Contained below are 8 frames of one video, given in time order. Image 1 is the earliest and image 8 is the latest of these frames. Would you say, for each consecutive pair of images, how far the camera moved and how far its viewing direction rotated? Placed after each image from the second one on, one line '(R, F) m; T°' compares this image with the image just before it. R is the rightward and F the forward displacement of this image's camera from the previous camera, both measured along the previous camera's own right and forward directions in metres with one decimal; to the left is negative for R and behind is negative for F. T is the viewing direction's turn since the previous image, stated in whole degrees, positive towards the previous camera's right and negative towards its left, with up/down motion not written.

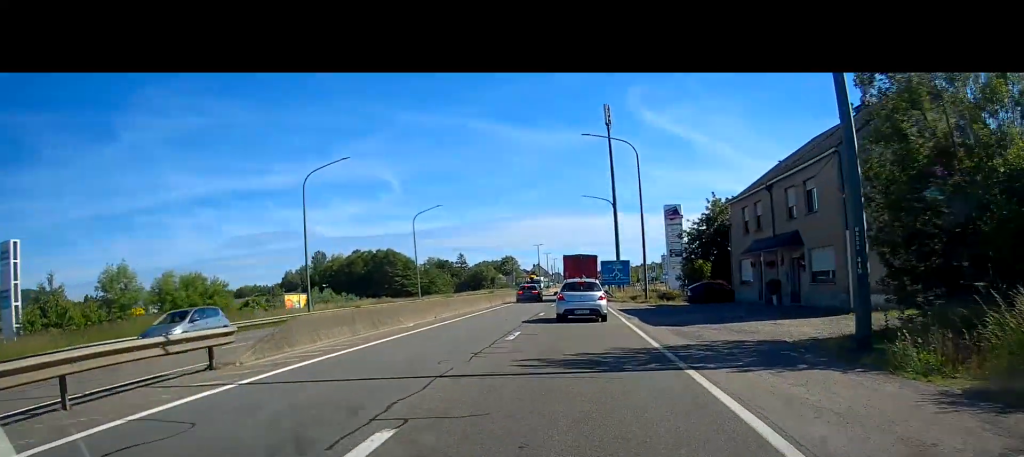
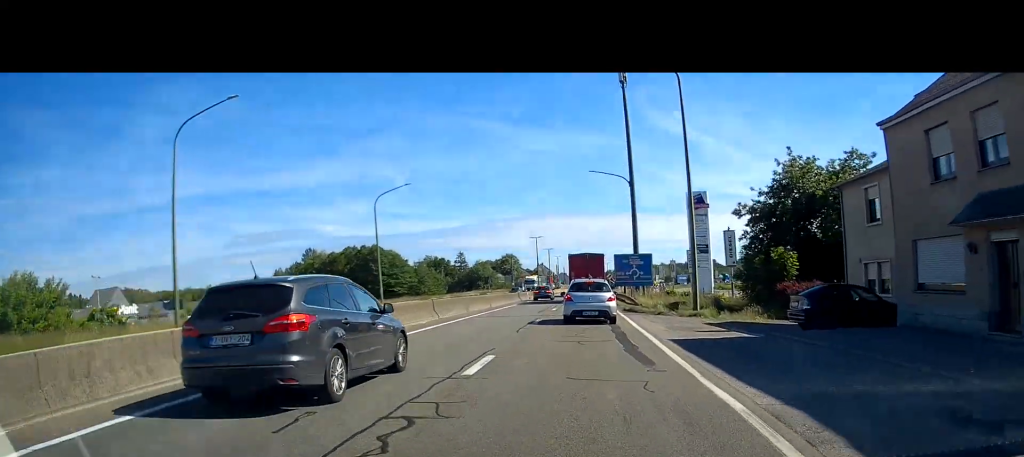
(0.0, +18.2) m; 0°
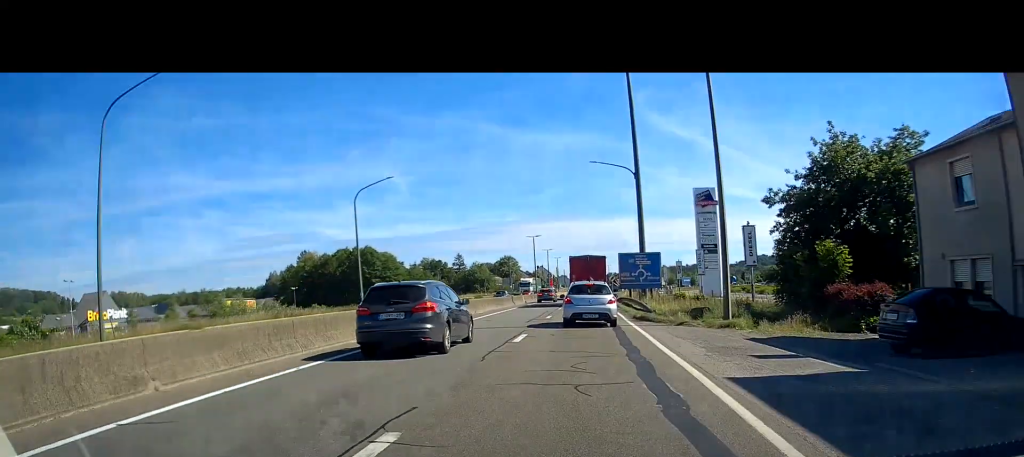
(0.0, +6.0) m; 0°
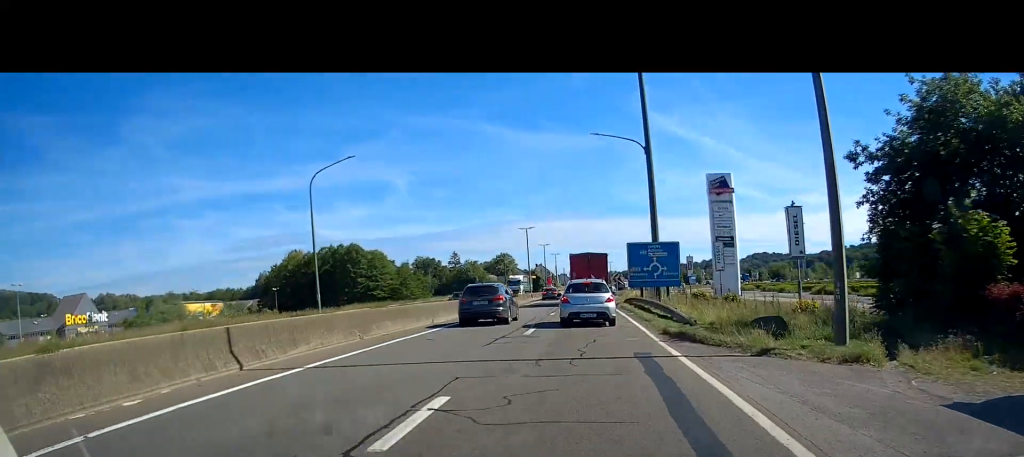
(0.0, +9.9) m; 0°
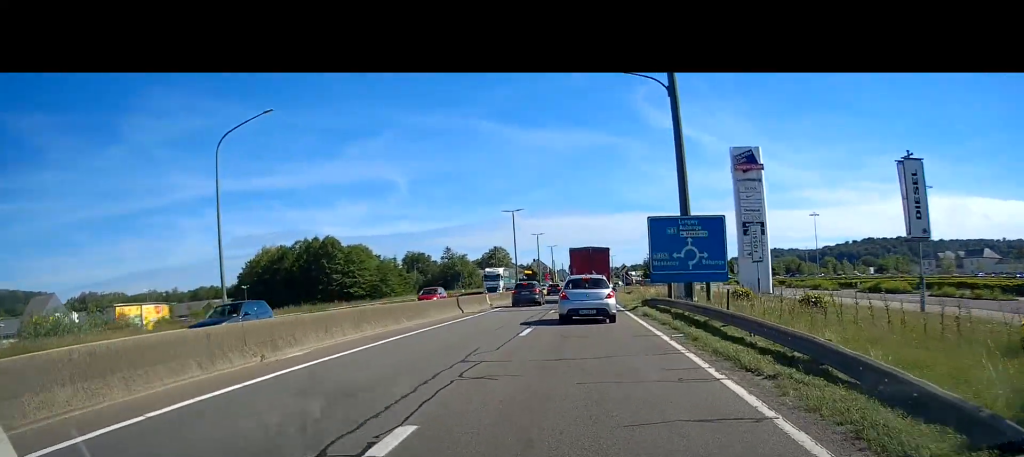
(0.0, +14.0) m; 0°
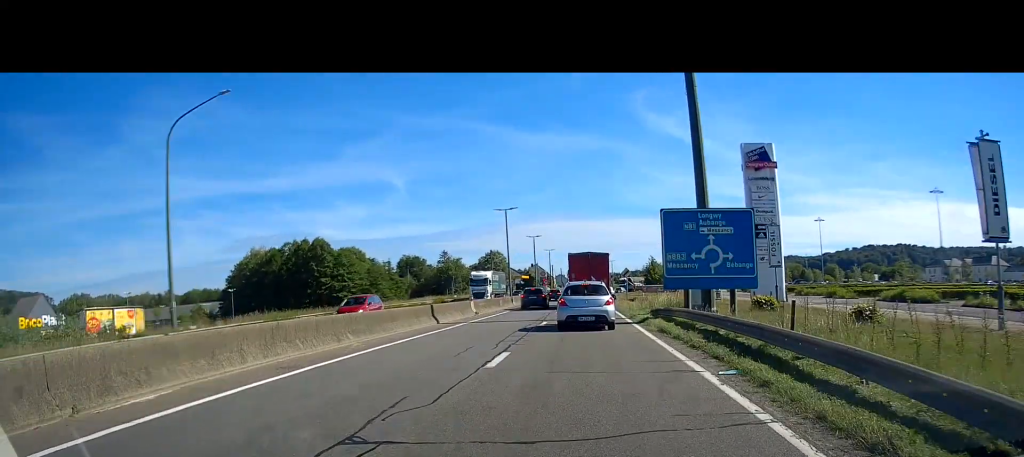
(0.0, +5.1) m; 0°
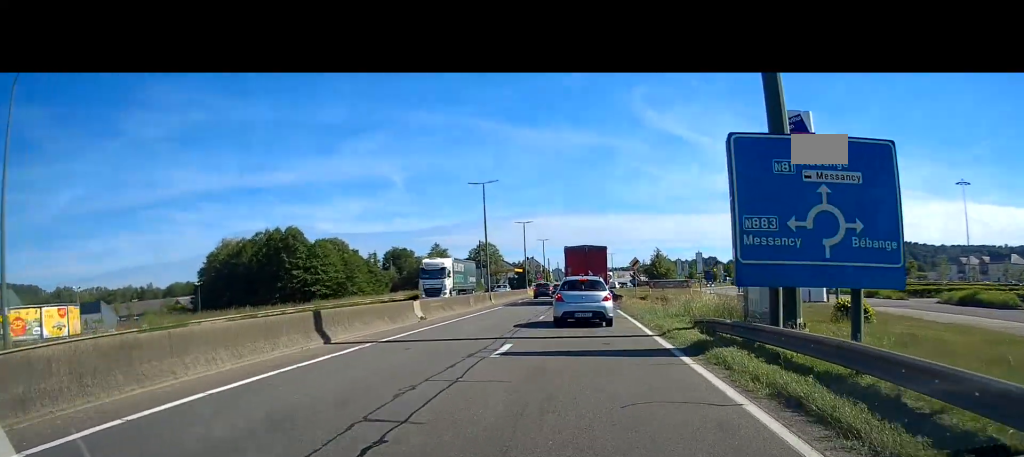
(+0.1, +11.5) m; +1°
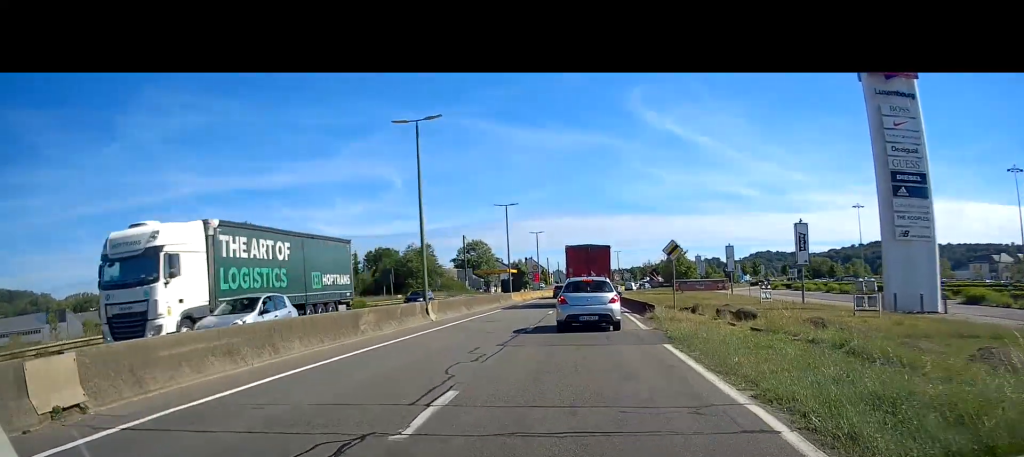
(+0.2, +18.1) m; 0°
